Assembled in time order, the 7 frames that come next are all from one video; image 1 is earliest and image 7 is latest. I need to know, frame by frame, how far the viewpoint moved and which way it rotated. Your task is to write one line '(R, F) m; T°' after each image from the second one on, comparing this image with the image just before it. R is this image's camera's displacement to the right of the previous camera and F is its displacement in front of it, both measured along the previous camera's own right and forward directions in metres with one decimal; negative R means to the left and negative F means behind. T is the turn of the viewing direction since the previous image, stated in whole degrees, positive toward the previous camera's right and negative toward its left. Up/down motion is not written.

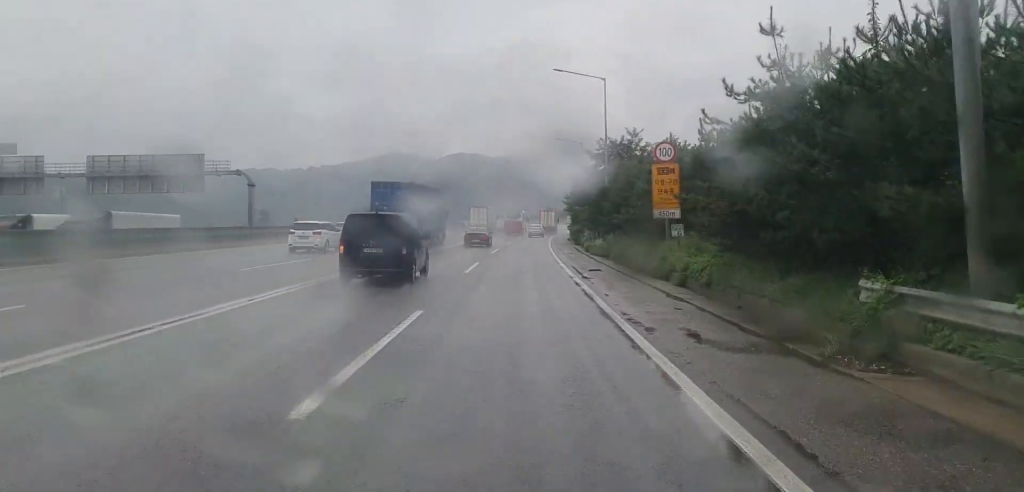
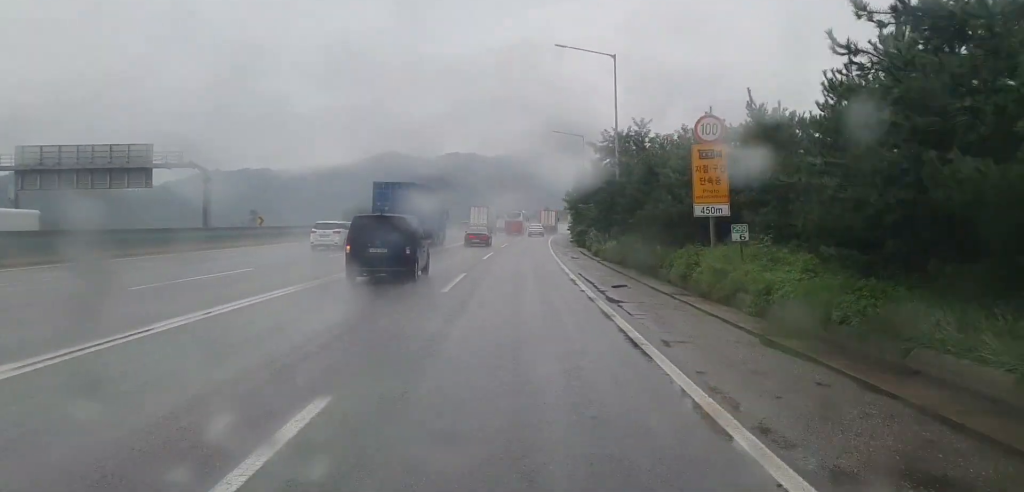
(0.0, +7.6) m; 0°
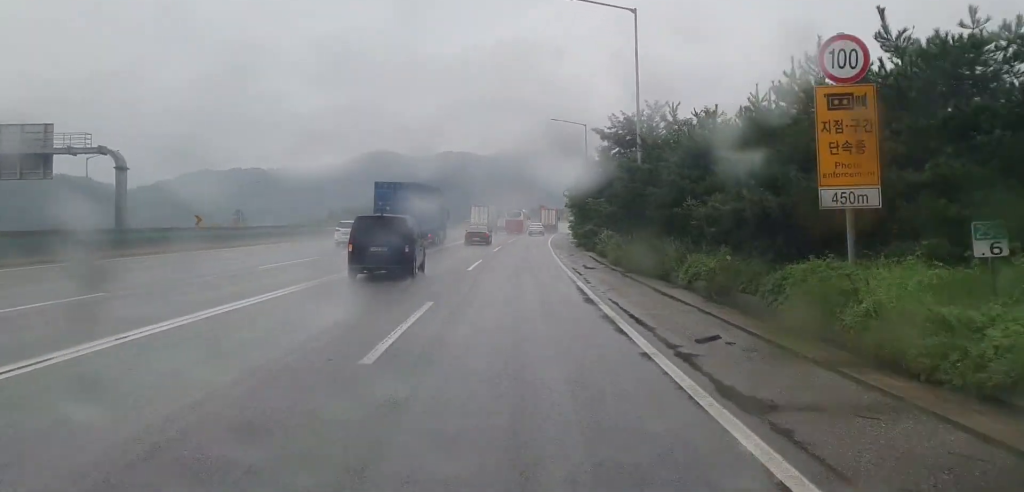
(0.0, +10.1) m; 0°
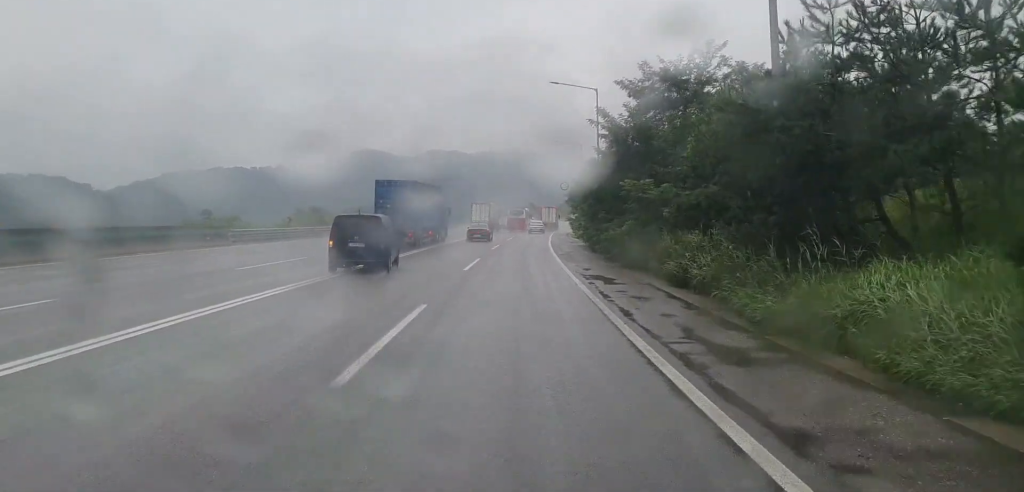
(0.0, +20.9) m; 0°
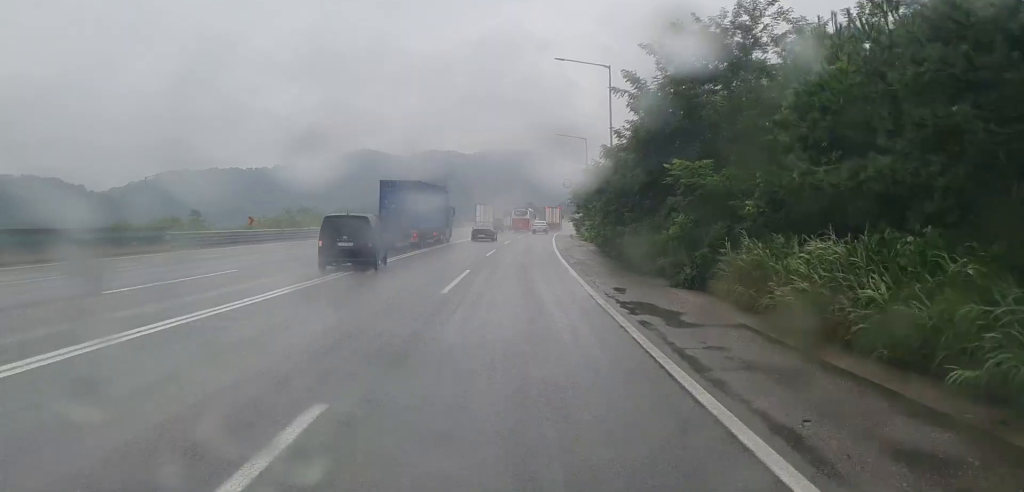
(0.0, +8.9) m; +1°
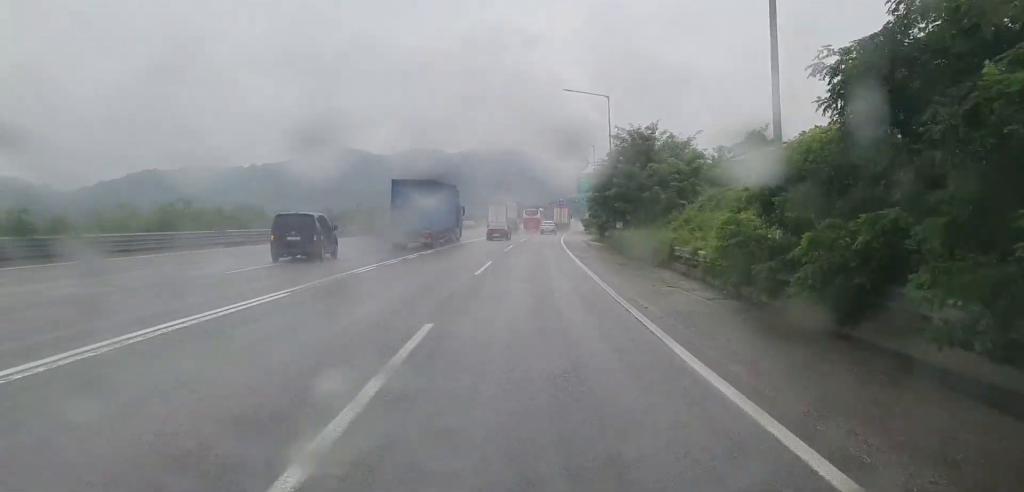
(+0.6, +33.8) m; +2°
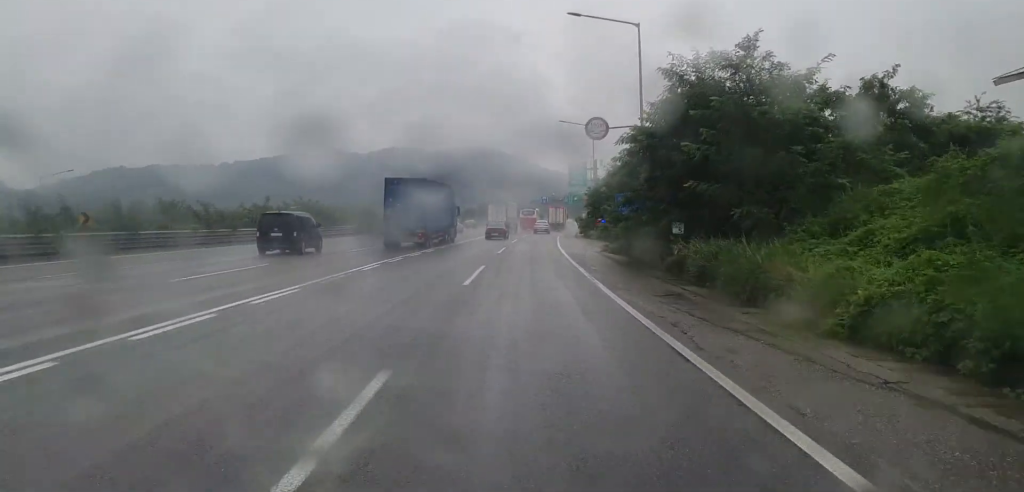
(0.0, +23.7) m; 0°
